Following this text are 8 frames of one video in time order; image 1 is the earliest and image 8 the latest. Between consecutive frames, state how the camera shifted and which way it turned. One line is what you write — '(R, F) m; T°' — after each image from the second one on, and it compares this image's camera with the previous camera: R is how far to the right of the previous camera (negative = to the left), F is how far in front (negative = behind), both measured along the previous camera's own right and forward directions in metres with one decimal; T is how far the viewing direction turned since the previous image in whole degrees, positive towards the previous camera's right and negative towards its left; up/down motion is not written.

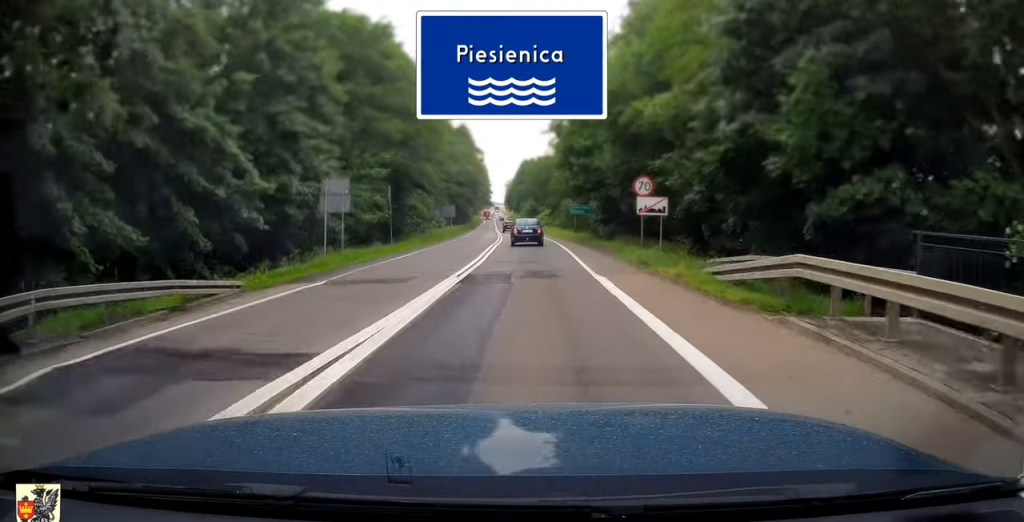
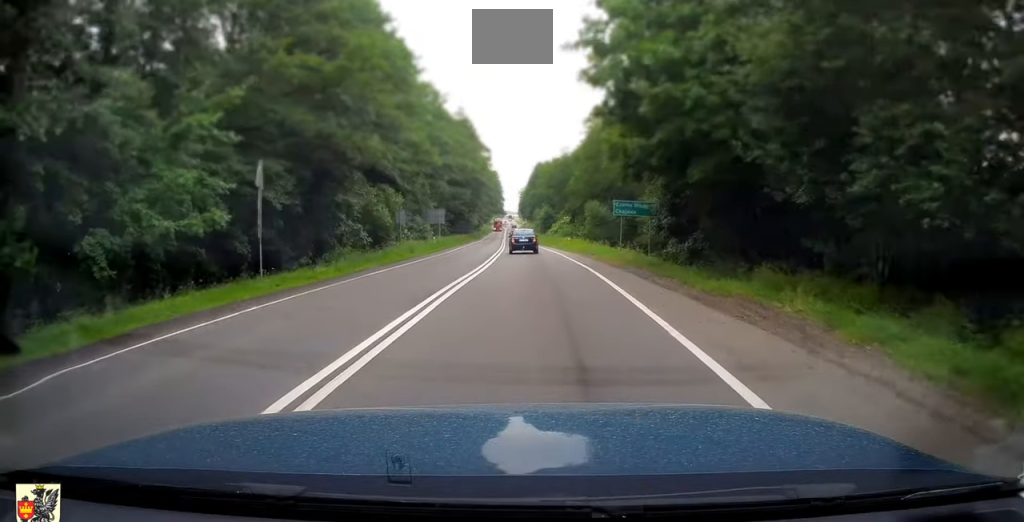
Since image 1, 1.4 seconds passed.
(-0.5, +20.0) m; -2°
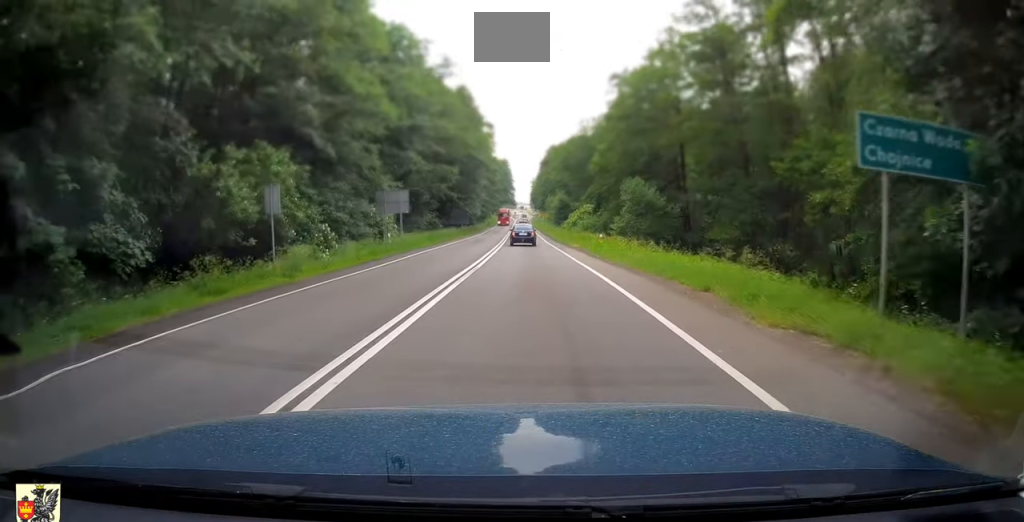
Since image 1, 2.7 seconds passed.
(-0.3, +20.6) m; -1°
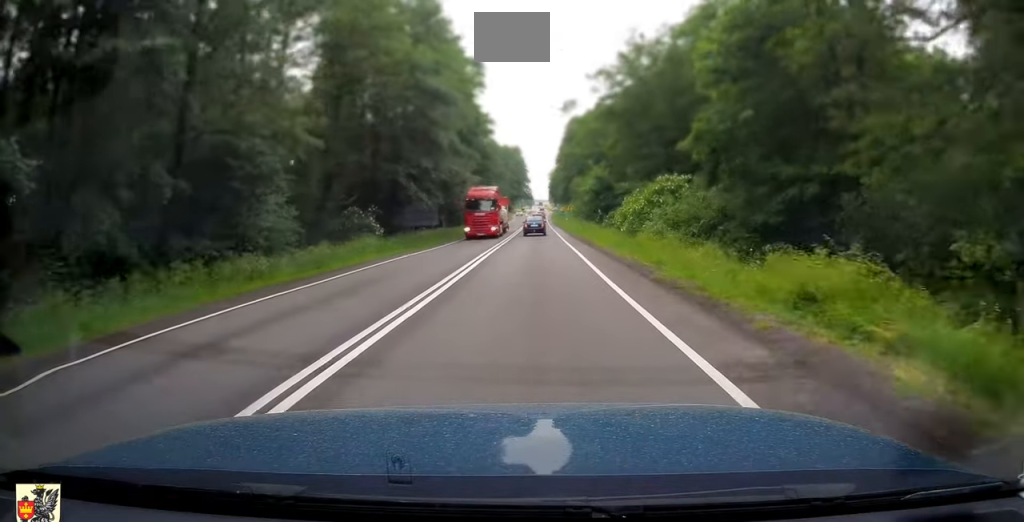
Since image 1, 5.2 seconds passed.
(-0.6, +39.1) m; -2°
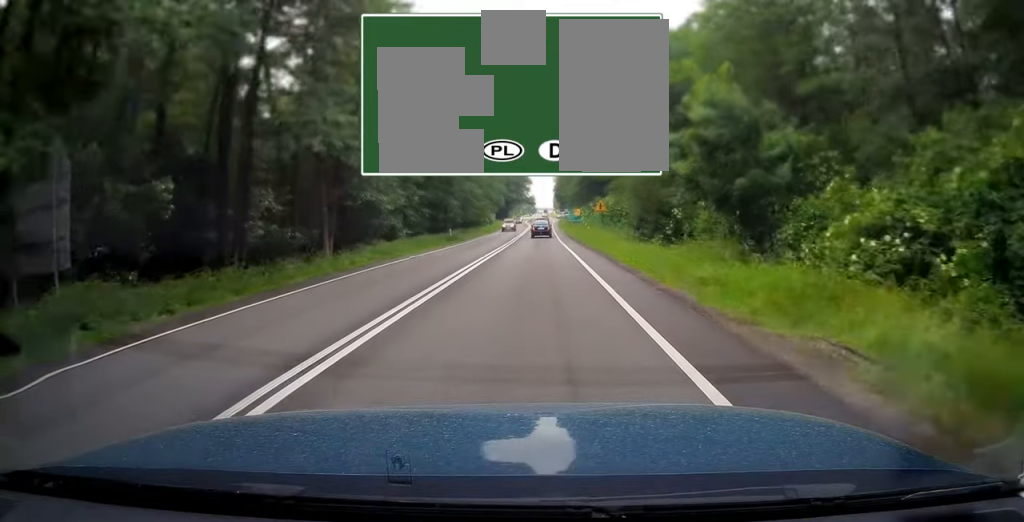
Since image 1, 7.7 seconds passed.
(-0.4, +40.4) m; -1°
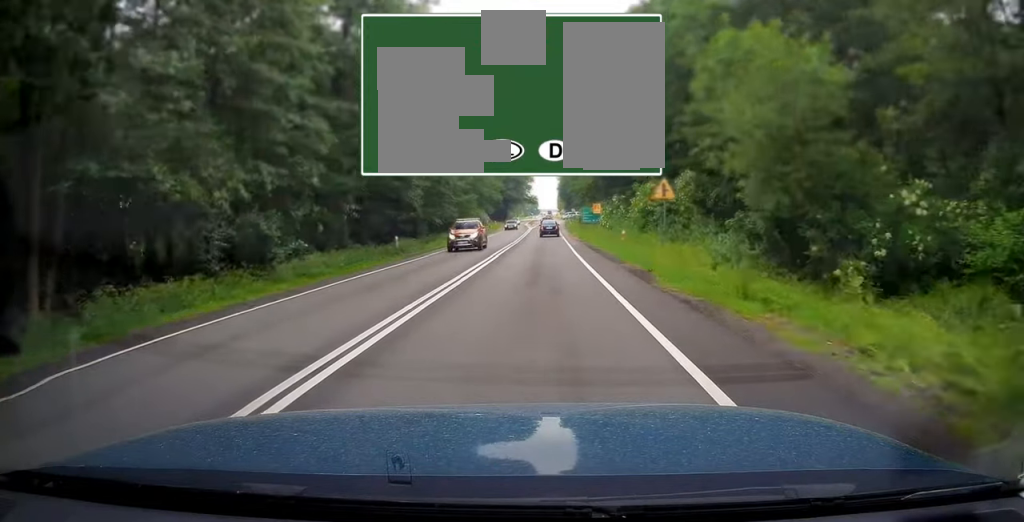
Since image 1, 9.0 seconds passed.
(0.0, +21.4) m; 0°
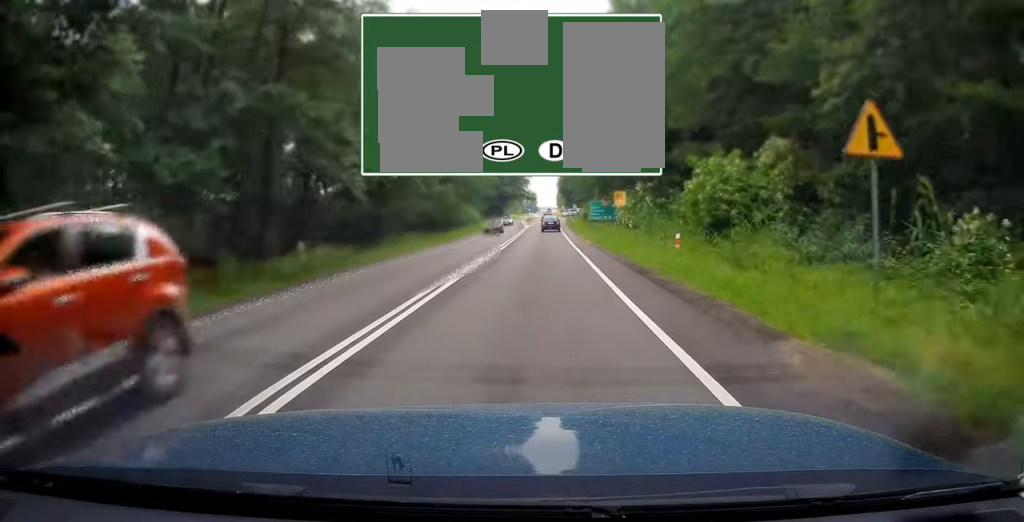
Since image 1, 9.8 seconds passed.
(0.0, +13.7) m; 0°
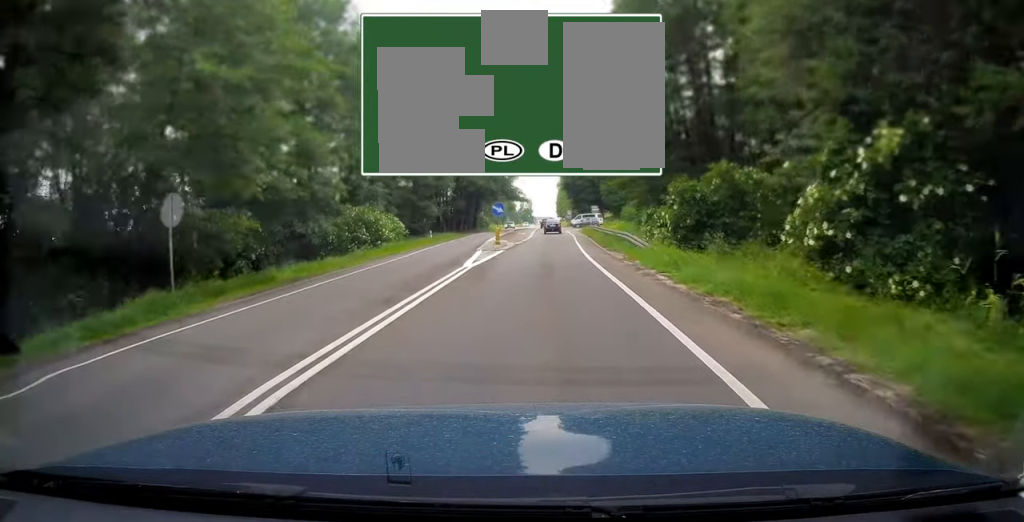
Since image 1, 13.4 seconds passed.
(-0.3, +57.9) m; -1°
